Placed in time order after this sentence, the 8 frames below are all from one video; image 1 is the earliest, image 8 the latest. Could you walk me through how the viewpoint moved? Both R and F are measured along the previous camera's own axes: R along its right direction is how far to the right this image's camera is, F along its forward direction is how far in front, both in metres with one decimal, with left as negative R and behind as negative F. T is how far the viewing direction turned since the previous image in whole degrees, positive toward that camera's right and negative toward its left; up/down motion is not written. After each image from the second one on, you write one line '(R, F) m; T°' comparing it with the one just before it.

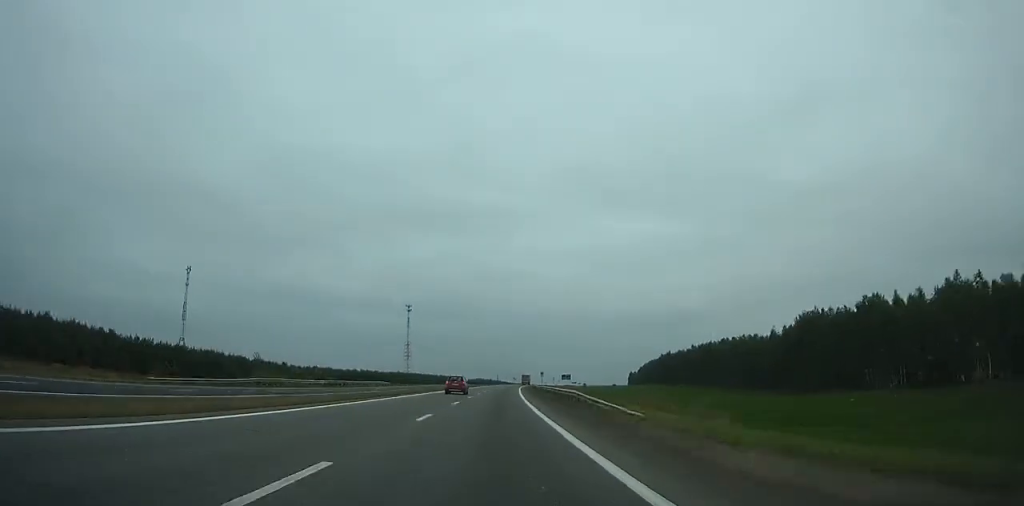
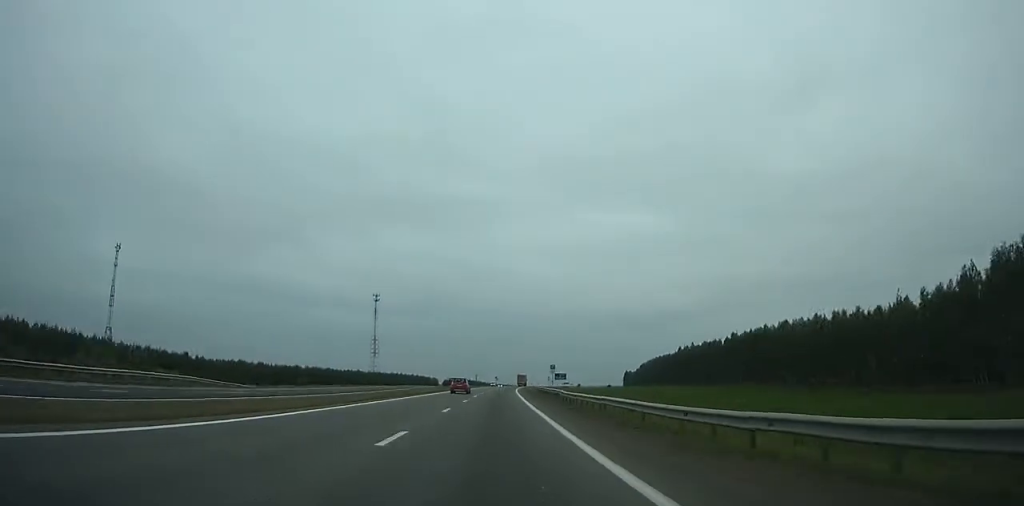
(+0.8, +67.1) m; +2°
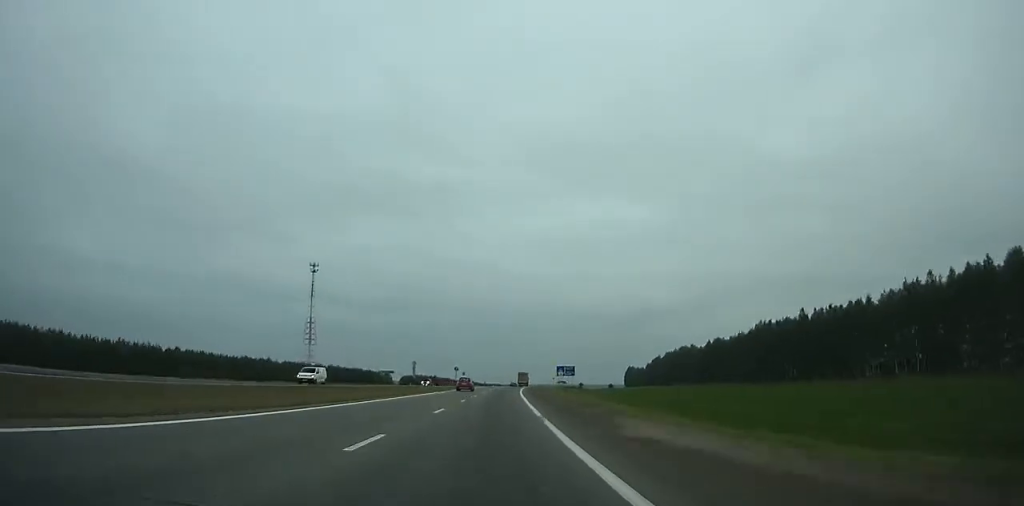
(+3.1, +108.7) m; +3°
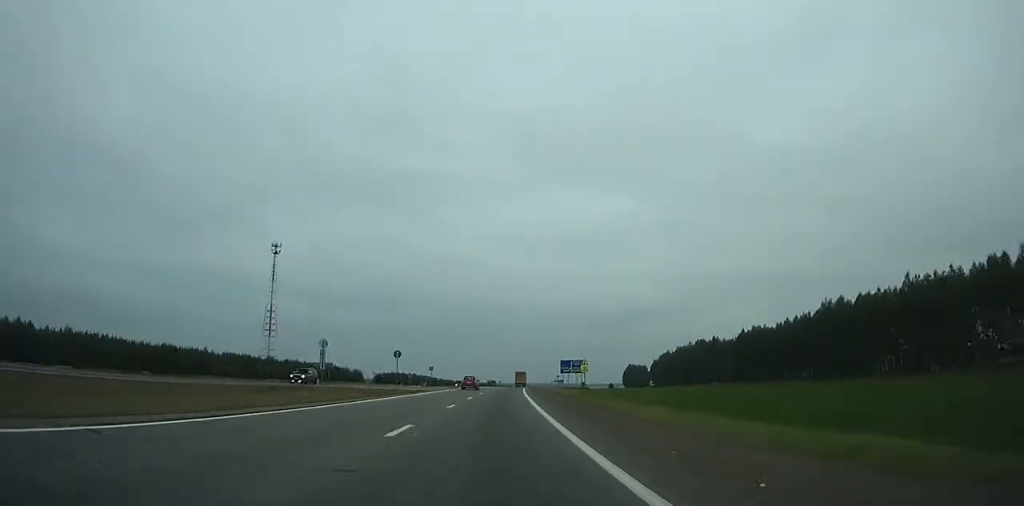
(+0.1, +44.5) m; +1°
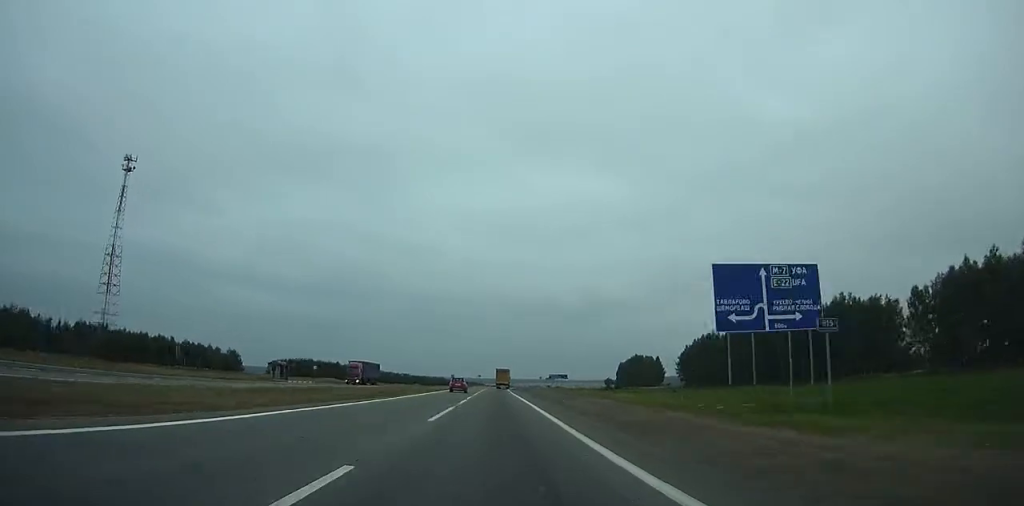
(+3.5, +114.1) m; +3°
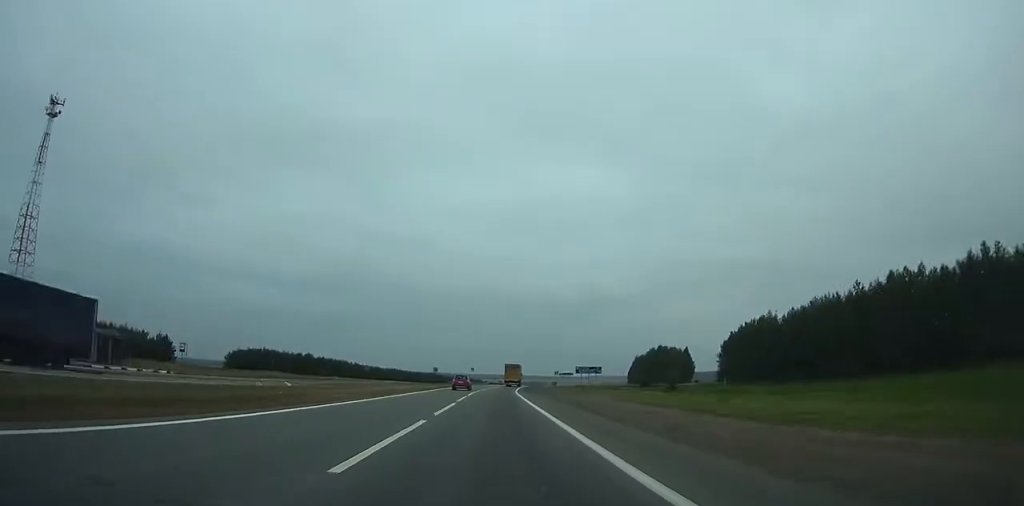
(+0.5, +45.1) m; +1°
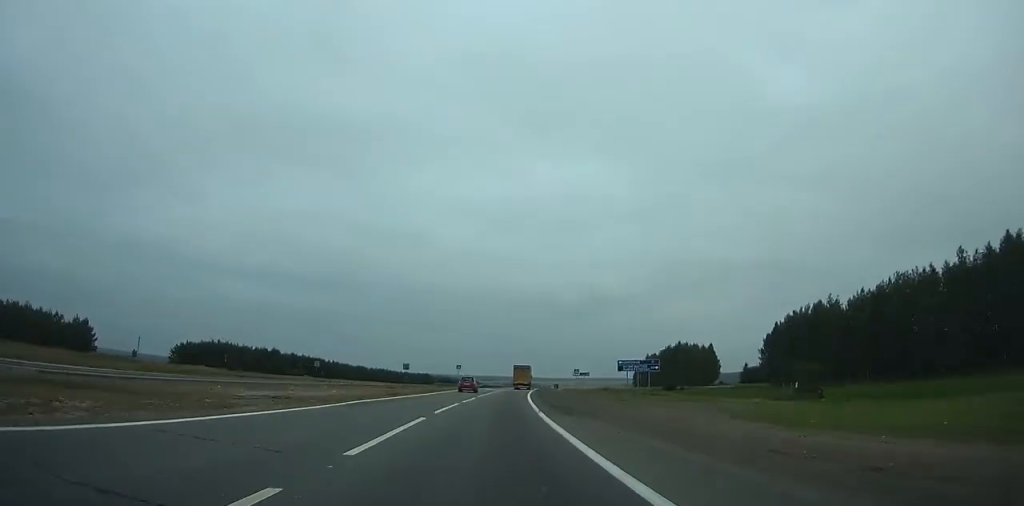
(+0.2, +33.5) m; +1°
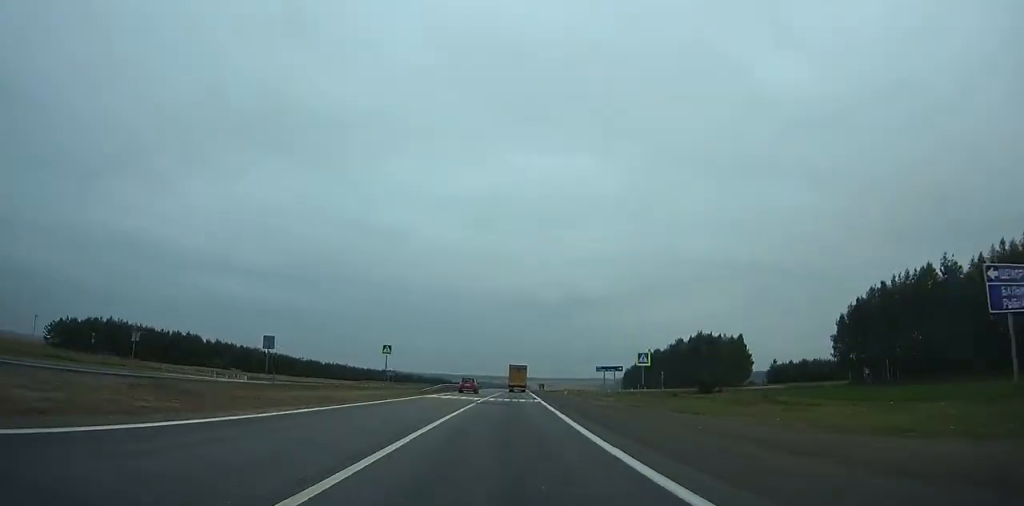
(-0.2, +48.5) m; +1°
